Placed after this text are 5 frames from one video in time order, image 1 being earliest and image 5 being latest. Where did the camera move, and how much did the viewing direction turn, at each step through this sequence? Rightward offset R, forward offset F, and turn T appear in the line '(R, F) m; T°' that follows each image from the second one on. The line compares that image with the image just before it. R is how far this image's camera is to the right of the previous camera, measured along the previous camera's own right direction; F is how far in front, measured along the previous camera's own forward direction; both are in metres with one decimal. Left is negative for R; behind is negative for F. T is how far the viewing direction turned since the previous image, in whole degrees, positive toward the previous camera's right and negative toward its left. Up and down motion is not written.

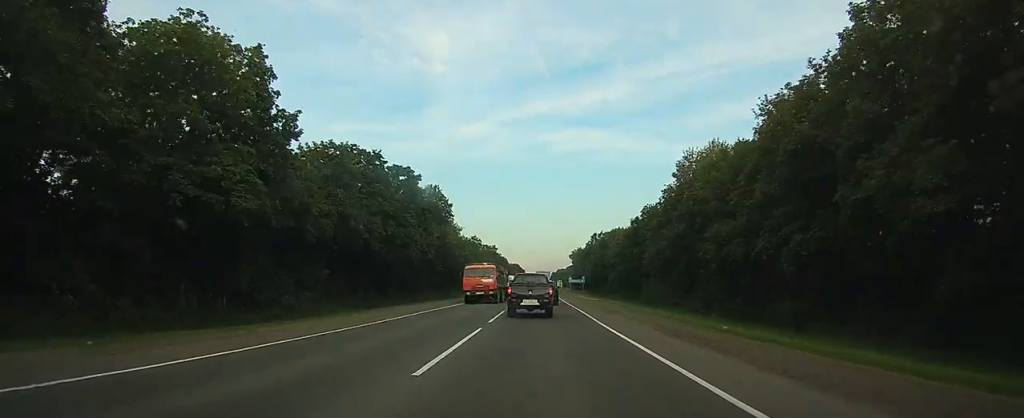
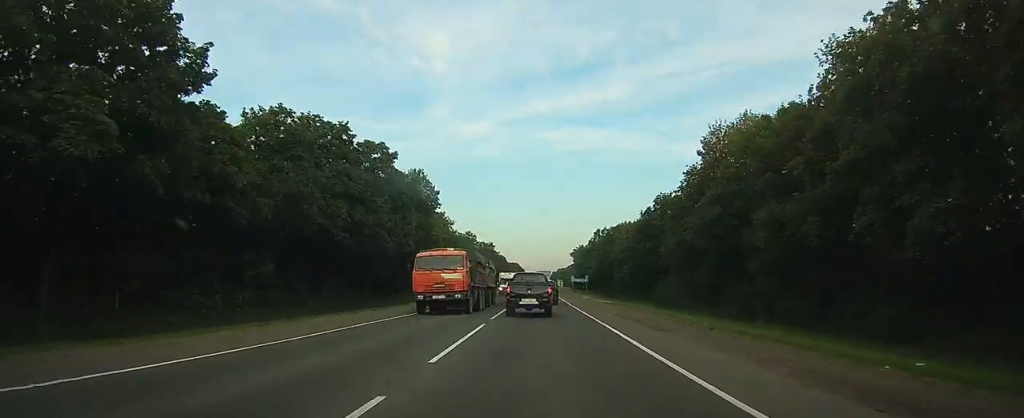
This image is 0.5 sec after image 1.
(0.0, +10.5) m; 0°
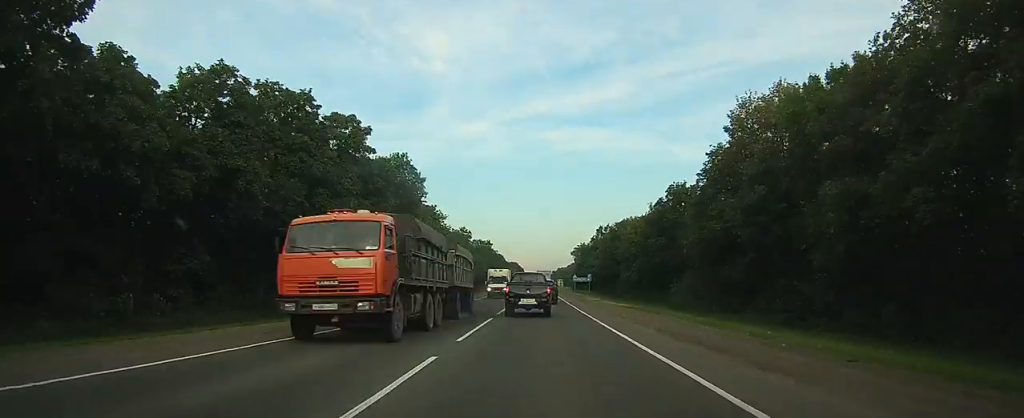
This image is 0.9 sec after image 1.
(0.0, +8.4) m; 0°
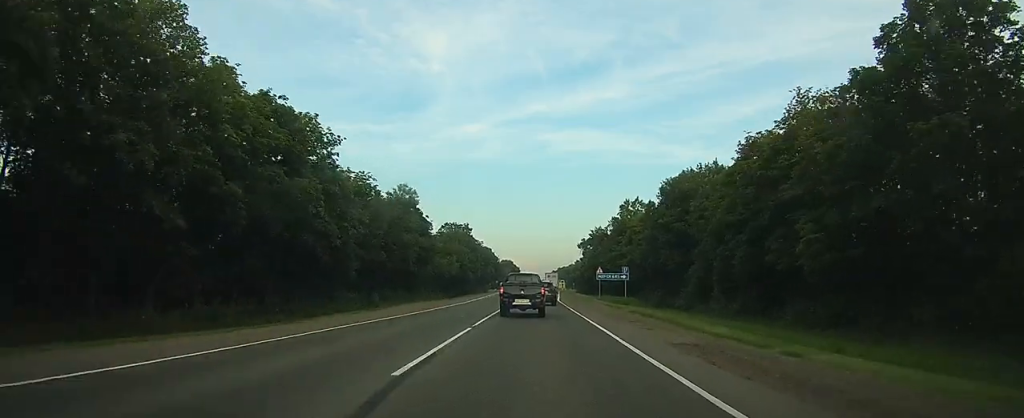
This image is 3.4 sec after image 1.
(-0.3, +52.0) m; -1°
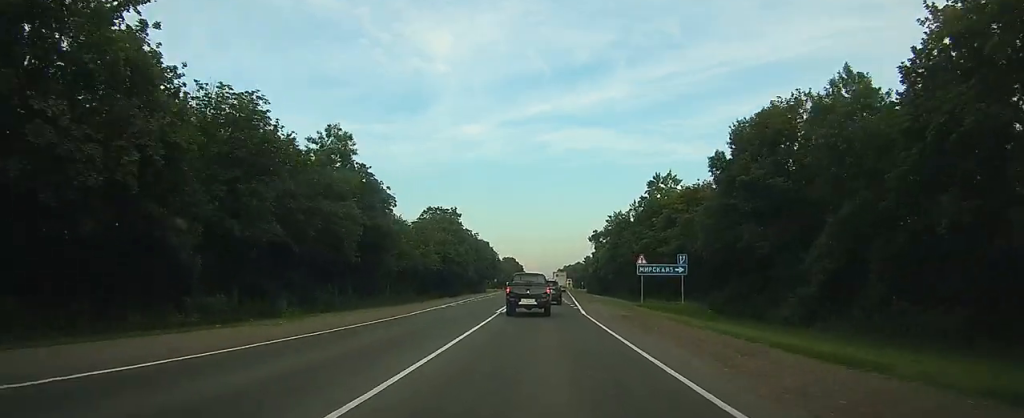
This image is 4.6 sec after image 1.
(0.0, +25.4) m; 0°
